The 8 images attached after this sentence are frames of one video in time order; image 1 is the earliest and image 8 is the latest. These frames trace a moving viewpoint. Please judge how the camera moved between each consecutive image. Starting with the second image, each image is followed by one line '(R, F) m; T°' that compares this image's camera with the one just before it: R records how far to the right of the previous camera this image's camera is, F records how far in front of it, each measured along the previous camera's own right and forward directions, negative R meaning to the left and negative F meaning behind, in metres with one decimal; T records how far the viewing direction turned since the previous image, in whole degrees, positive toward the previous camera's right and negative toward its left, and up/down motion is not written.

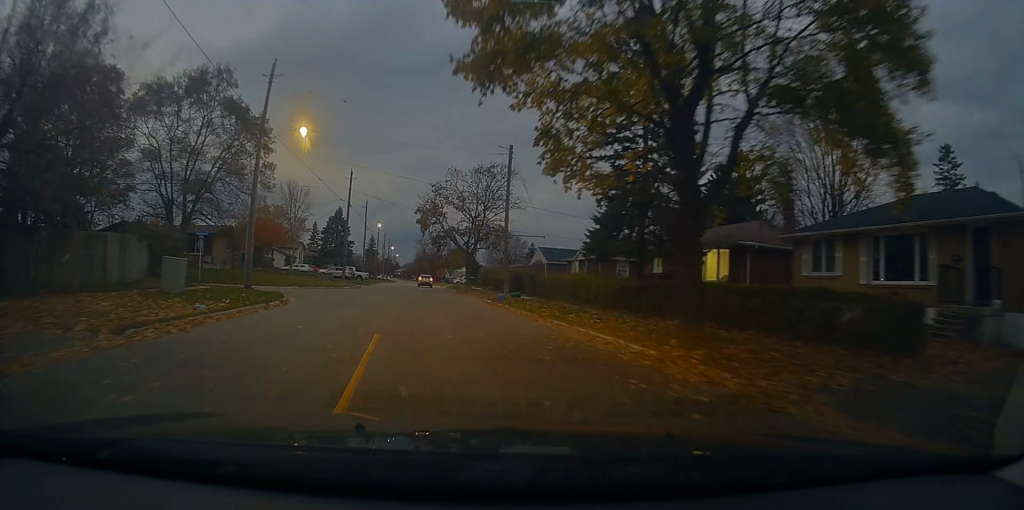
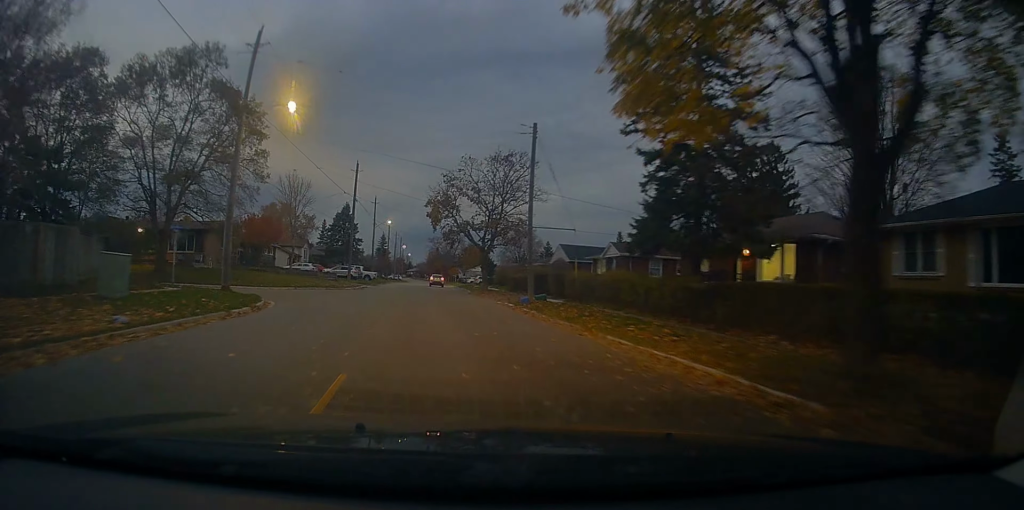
(0.0, +5.5) m; -2°
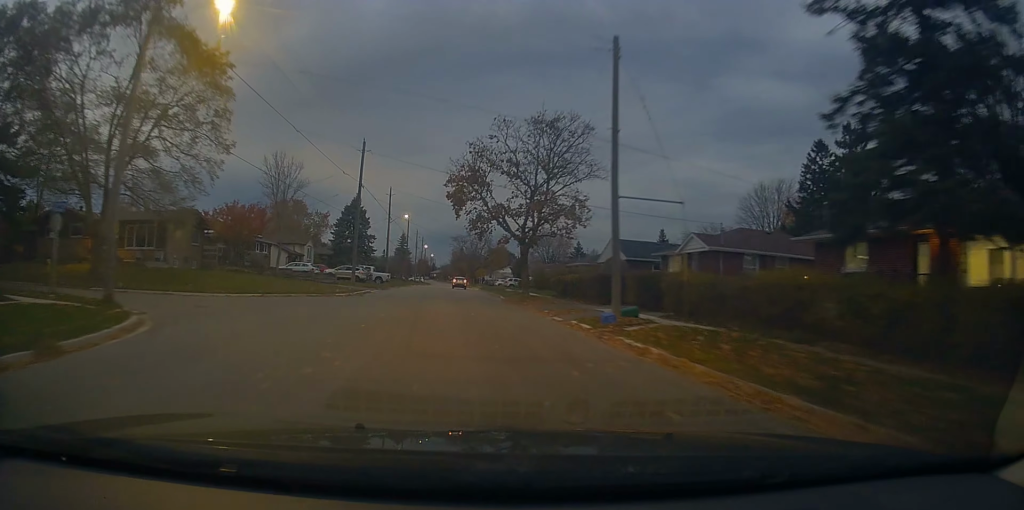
(-0.4, +12.2) m; -2°
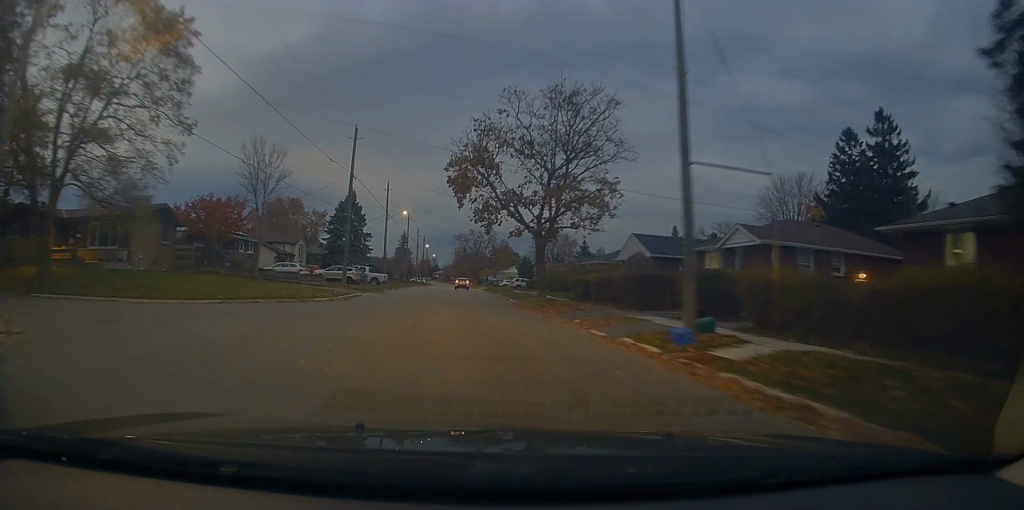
(0.0, +5.7) m; -1°
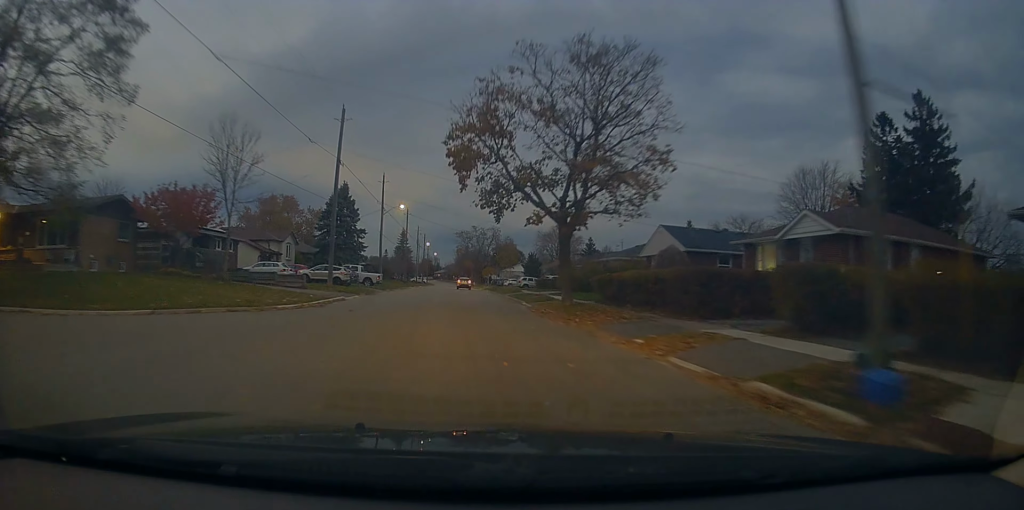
(0.0, +6.1) m; -1°
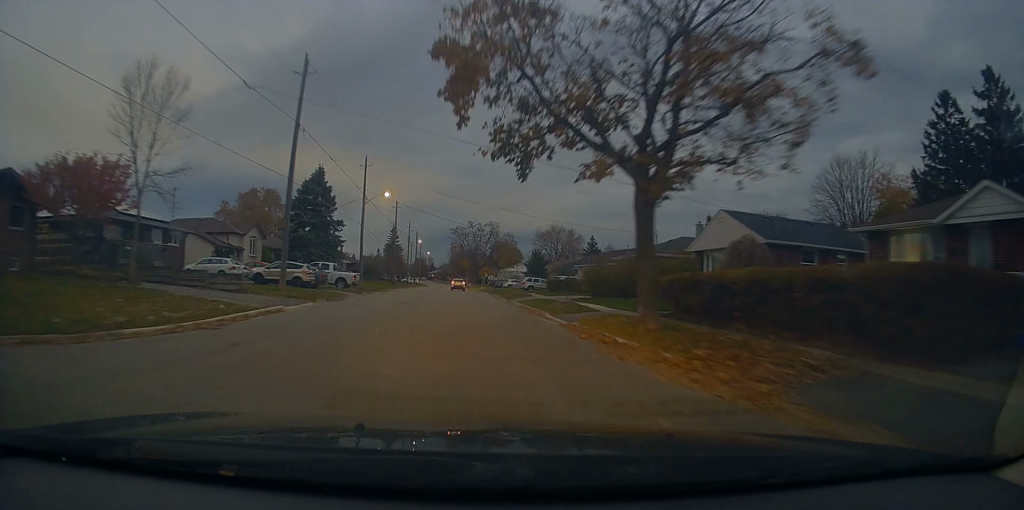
(-0.3, +10.2) m; +2°
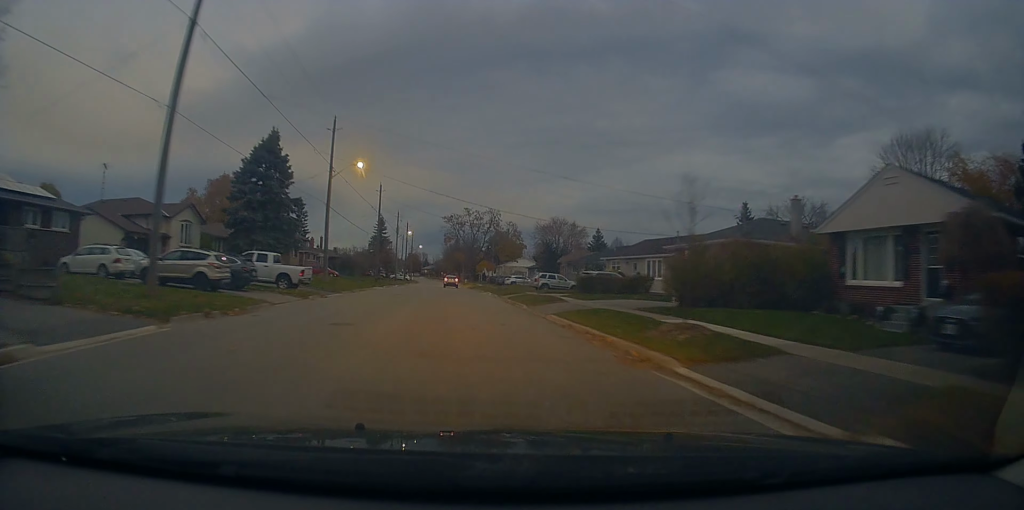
(+0.6, +13.5) m; 0°
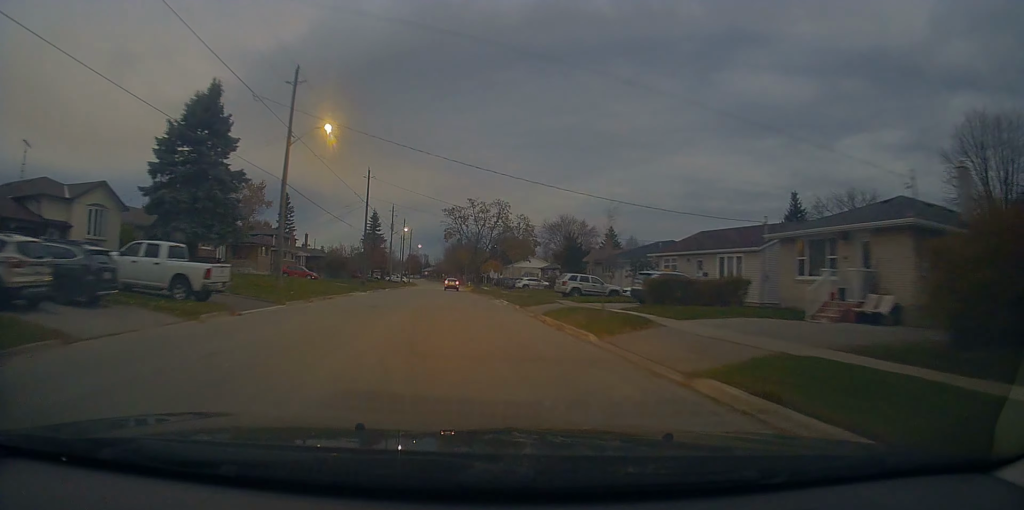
(-0.4, +12.0) m; -1°
